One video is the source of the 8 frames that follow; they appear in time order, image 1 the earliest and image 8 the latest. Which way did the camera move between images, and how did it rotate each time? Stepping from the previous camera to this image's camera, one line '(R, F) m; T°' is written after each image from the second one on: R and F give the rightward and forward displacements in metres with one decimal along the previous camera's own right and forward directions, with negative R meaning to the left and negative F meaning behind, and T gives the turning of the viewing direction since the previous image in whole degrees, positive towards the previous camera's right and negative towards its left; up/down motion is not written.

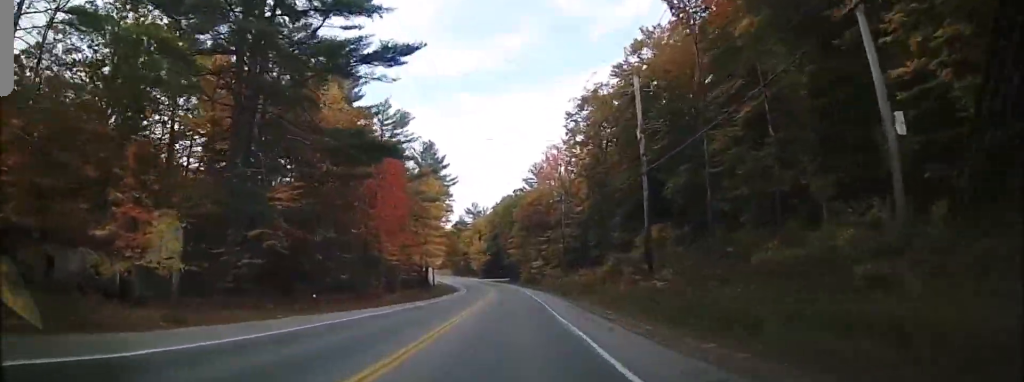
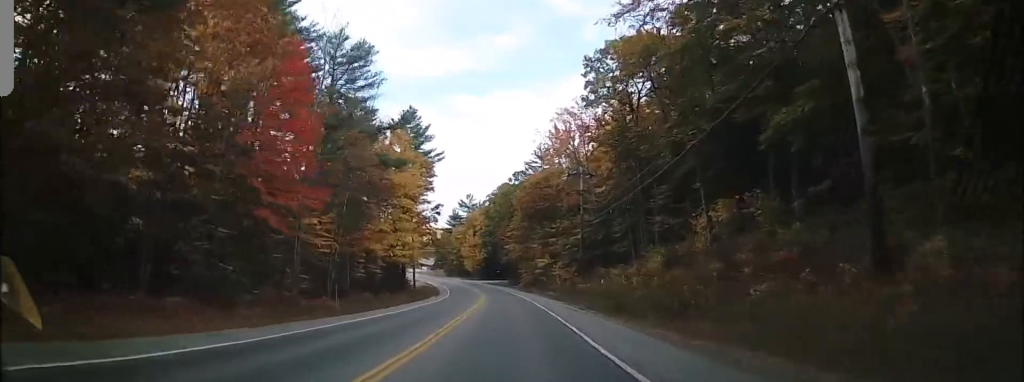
(-0.3, +23.7) m; 0°
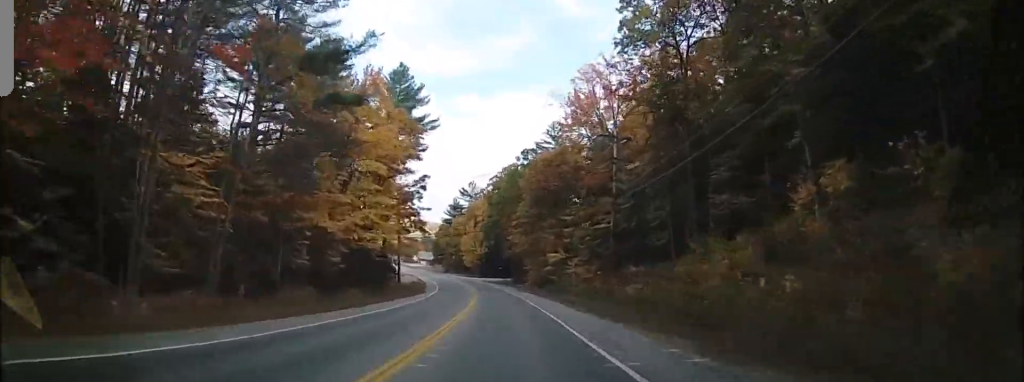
(+0.3, +17.0) m; 0°
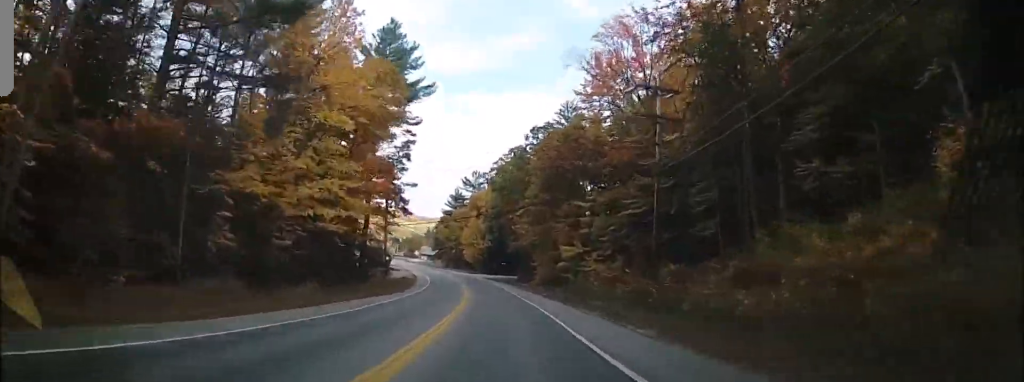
(-0.1, +12.4) m; -1°
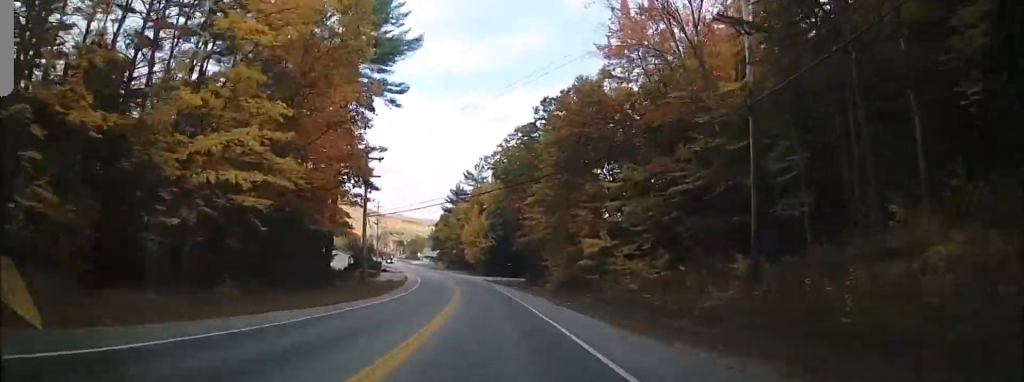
(-0.1, +13.7) m; -1°
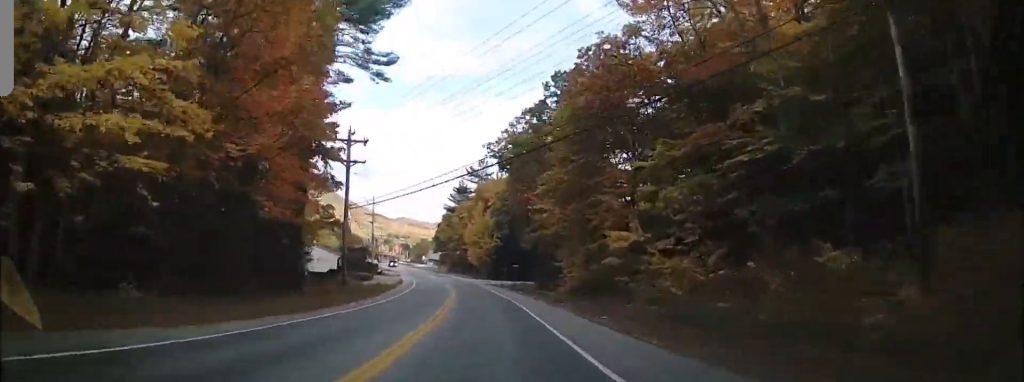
(0.0, +9.1) m; 0°
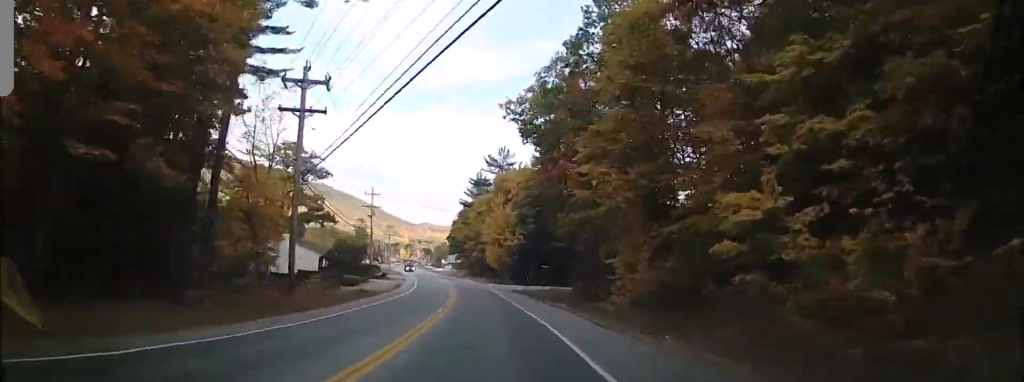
(-0.1, +16.9) m; -2°
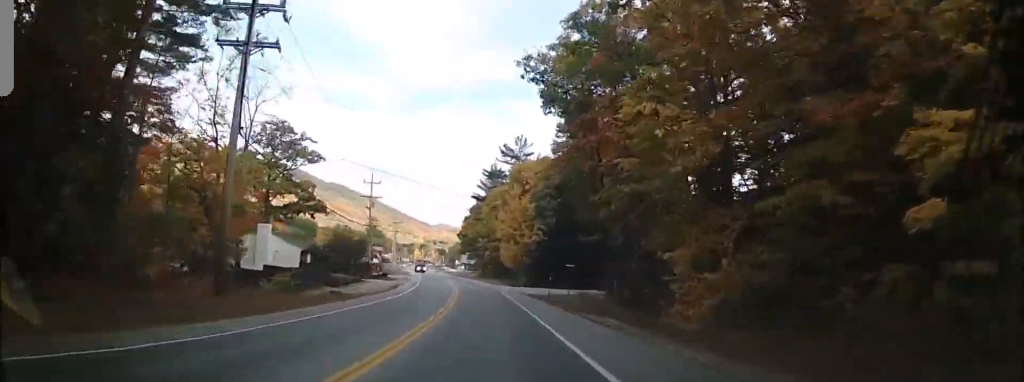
(0.0, +10.4) m; -2°
